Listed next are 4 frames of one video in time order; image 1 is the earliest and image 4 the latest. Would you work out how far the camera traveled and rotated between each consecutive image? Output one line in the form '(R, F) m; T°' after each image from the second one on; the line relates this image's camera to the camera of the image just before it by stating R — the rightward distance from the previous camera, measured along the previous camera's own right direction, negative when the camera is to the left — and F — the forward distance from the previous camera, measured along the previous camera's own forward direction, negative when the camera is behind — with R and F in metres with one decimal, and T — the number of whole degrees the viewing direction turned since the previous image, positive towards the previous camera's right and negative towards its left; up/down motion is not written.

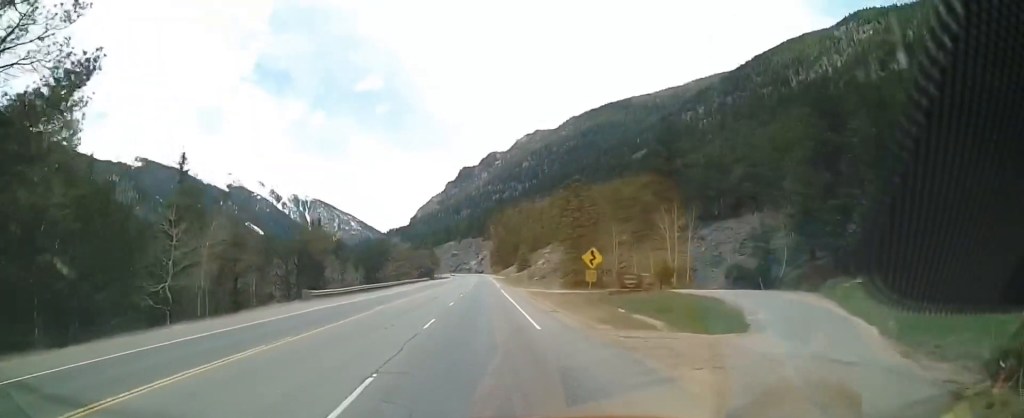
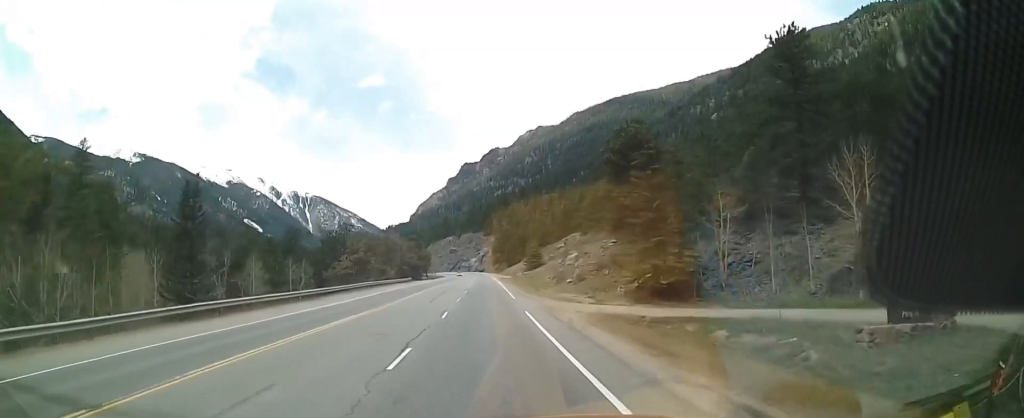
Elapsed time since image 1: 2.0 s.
(+0.6, +32.3) m; +1°
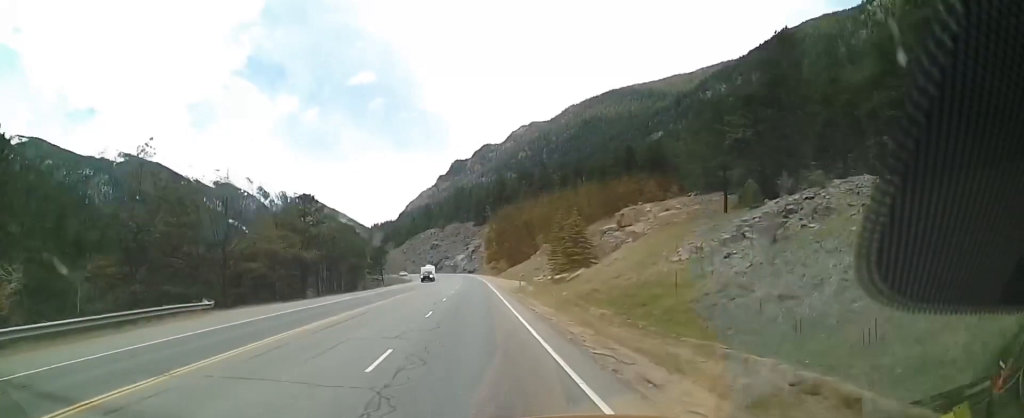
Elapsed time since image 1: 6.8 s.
(0.0, +71.8) m; 0°
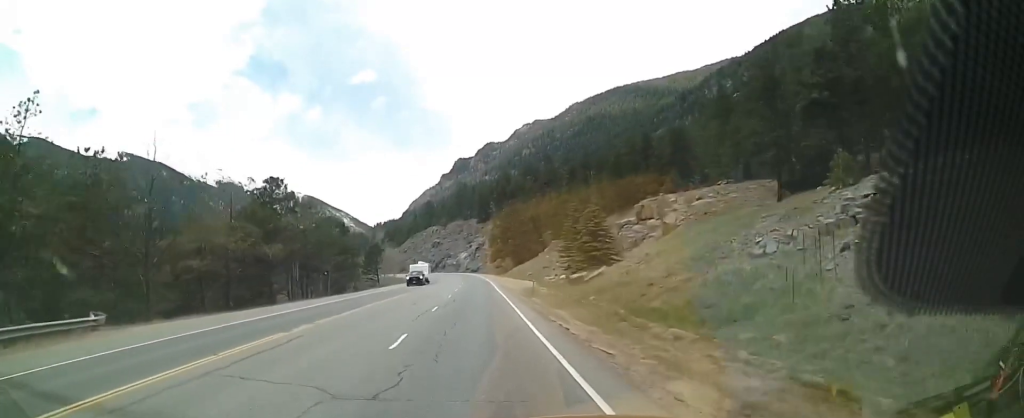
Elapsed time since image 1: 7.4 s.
(-0.3, +9.4) m; 0°
